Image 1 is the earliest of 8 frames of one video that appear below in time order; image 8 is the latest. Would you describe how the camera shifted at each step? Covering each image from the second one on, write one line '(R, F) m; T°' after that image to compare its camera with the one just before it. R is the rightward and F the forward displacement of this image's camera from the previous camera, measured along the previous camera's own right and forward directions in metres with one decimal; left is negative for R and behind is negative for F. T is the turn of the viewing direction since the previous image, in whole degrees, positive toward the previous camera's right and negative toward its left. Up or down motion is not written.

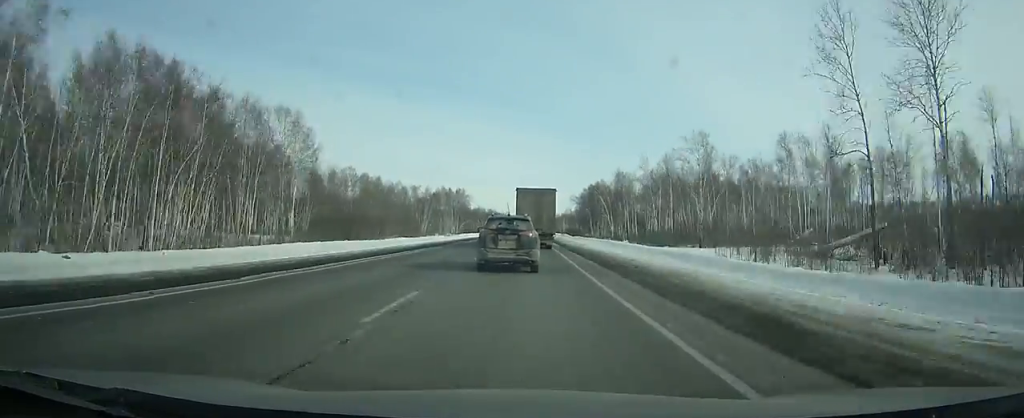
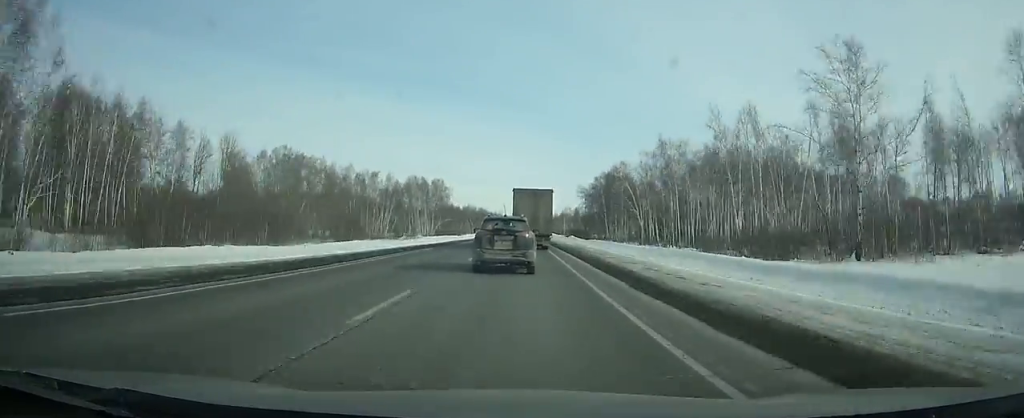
(+0.1, +47.9) m; 0°
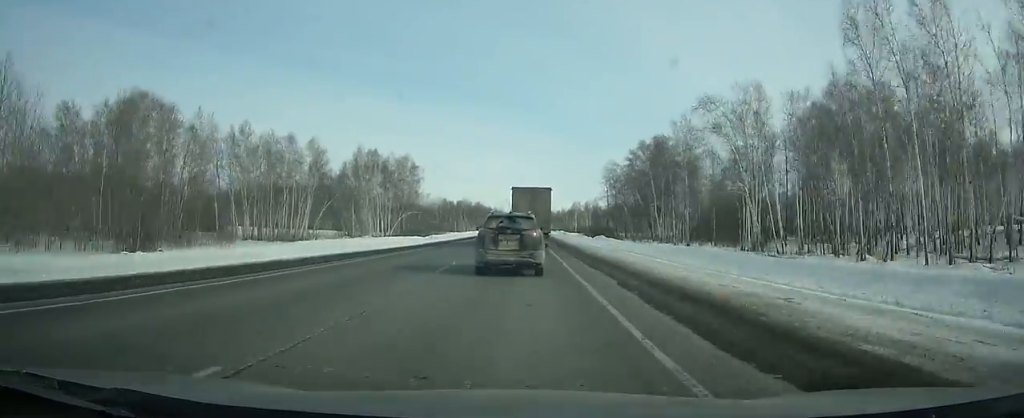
(0.0, +54.3) m; 0°
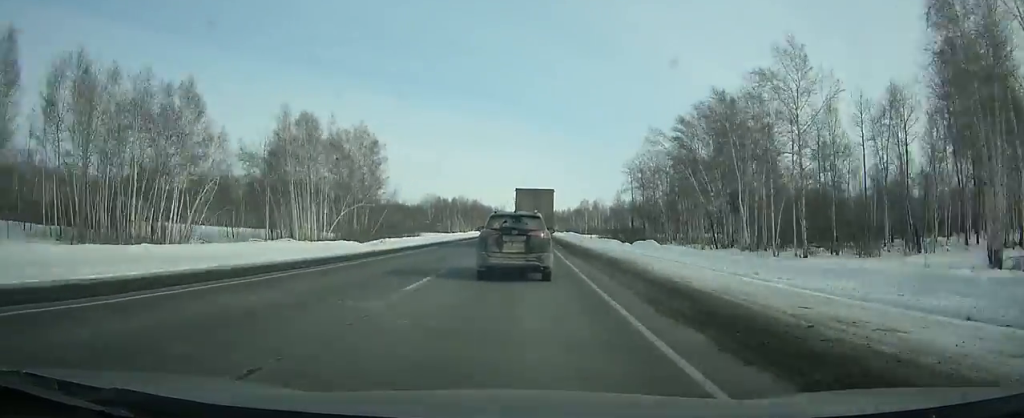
(-0.1, +36.6) m; 0°
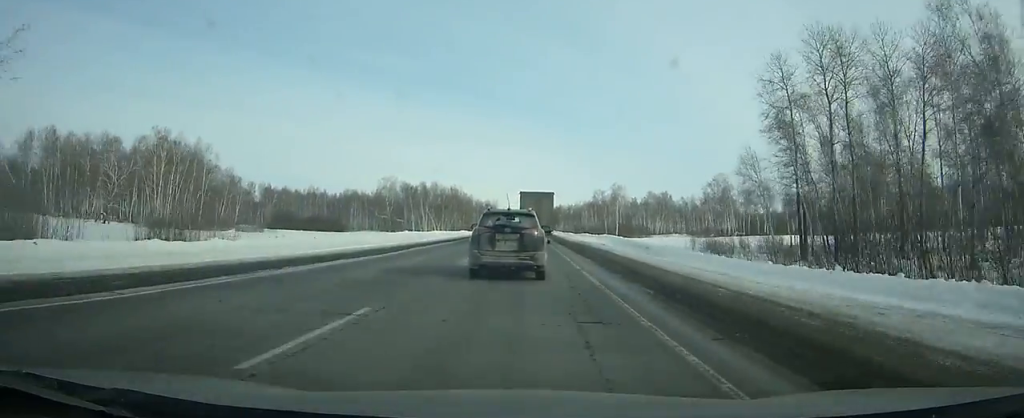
(0.0, +87.5) m; 0°
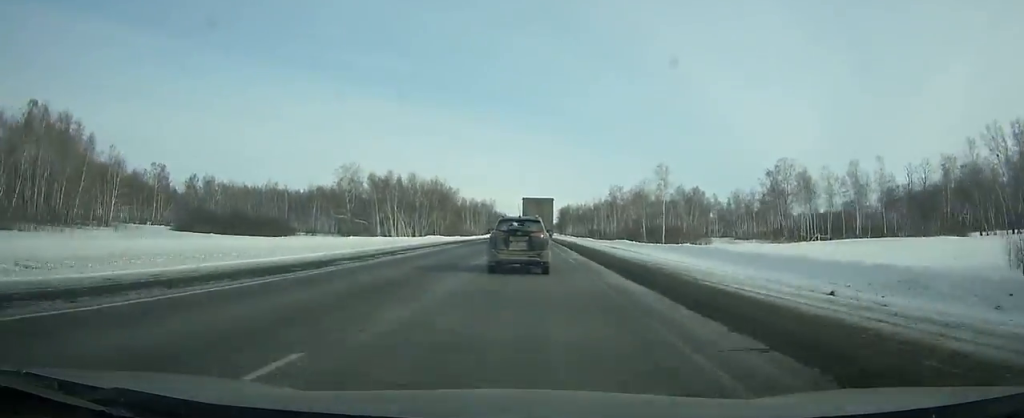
(+0.1, +53.2) m; 0°
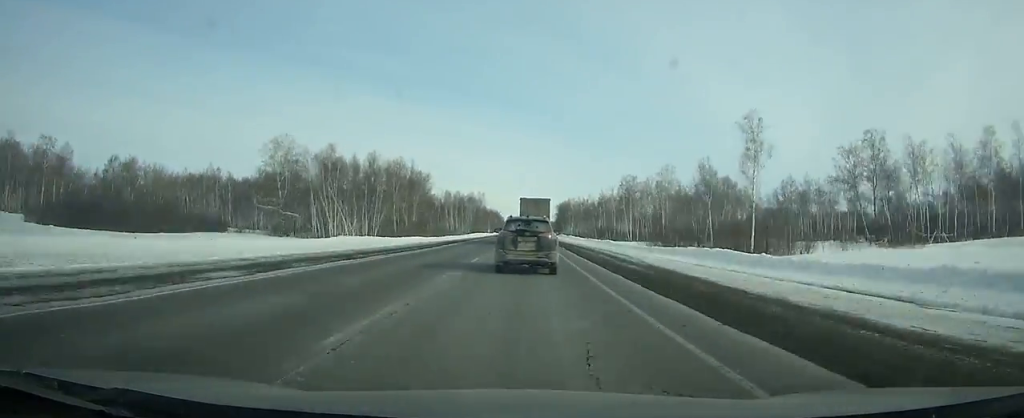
(0.0, +42.8) m; 0°
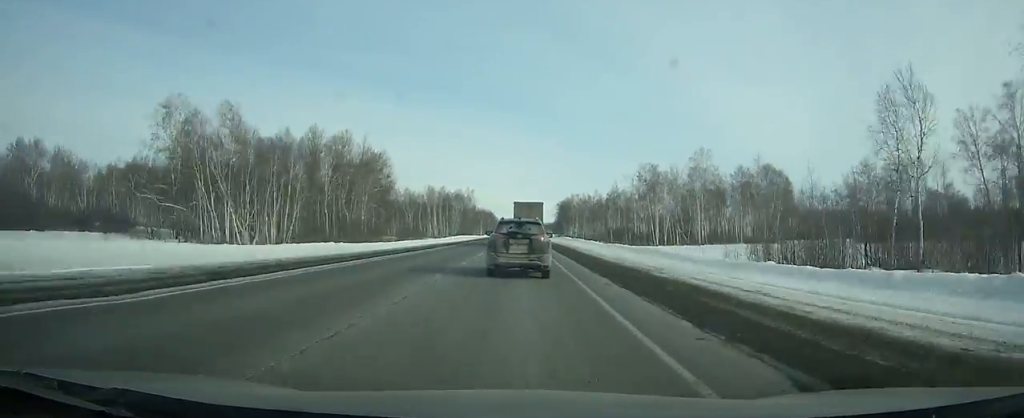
(+0.2, +38.8) m; 0°
